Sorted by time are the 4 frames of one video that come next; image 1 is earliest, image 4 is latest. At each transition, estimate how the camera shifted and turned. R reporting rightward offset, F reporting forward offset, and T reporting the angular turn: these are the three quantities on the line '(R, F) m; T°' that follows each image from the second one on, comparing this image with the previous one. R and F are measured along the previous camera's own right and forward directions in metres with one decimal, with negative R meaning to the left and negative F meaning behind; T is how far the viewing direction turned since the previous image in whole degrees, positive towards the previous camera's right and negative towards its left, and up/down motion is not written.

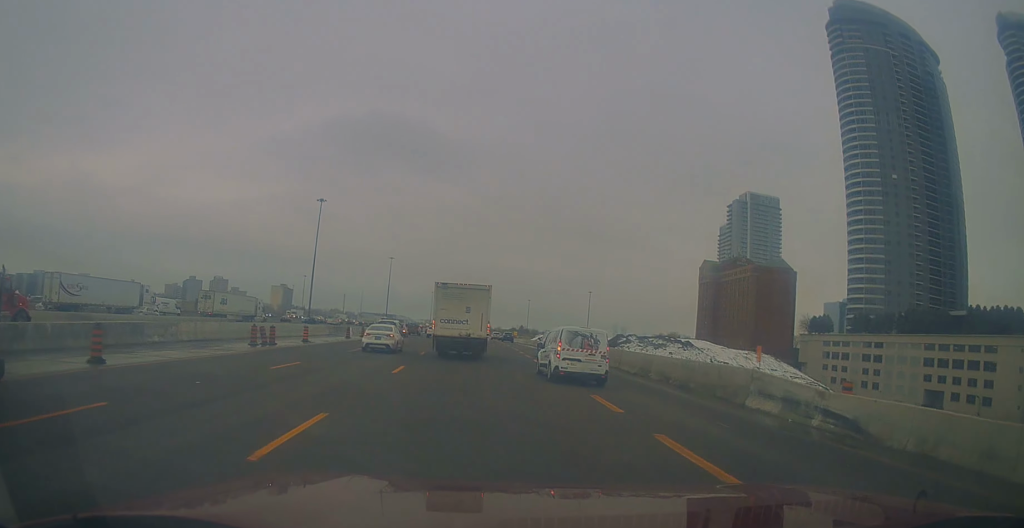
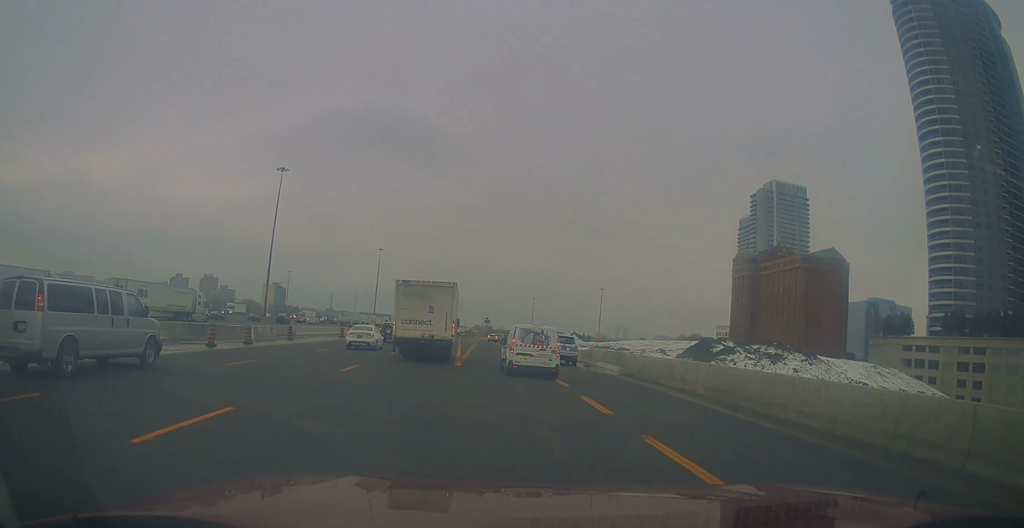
(-1.3, +36.5) m; 0°
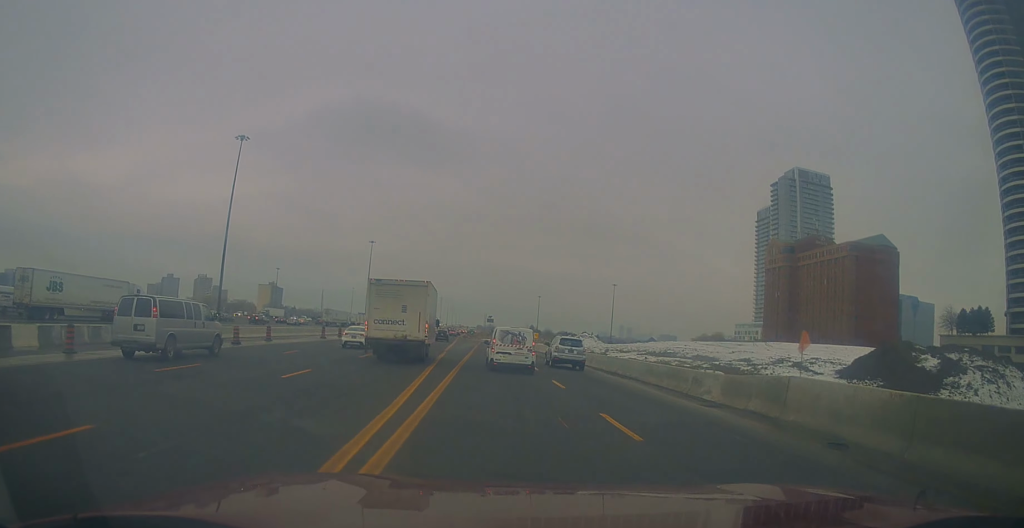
(+1.3, +26.8) m; +1°
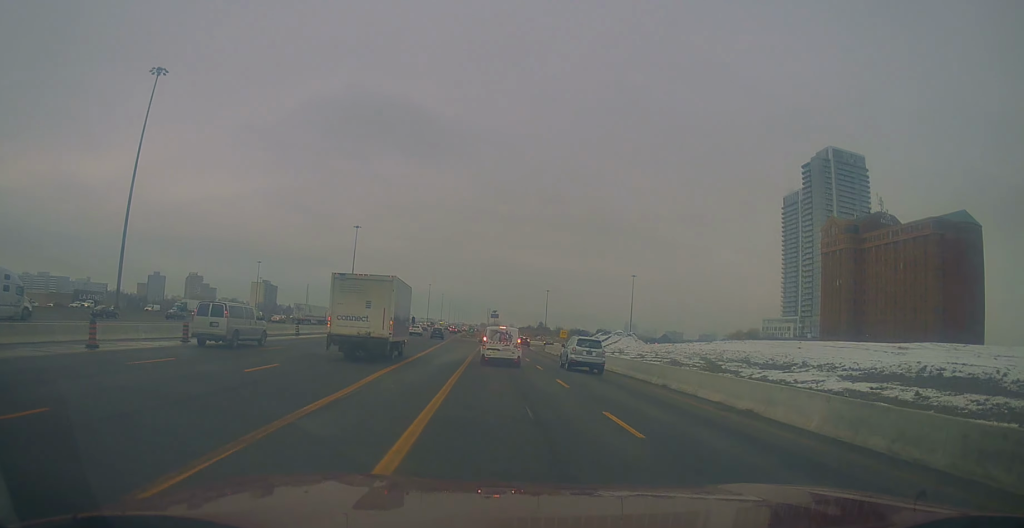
(-1.1, +35.6) m; -1°
